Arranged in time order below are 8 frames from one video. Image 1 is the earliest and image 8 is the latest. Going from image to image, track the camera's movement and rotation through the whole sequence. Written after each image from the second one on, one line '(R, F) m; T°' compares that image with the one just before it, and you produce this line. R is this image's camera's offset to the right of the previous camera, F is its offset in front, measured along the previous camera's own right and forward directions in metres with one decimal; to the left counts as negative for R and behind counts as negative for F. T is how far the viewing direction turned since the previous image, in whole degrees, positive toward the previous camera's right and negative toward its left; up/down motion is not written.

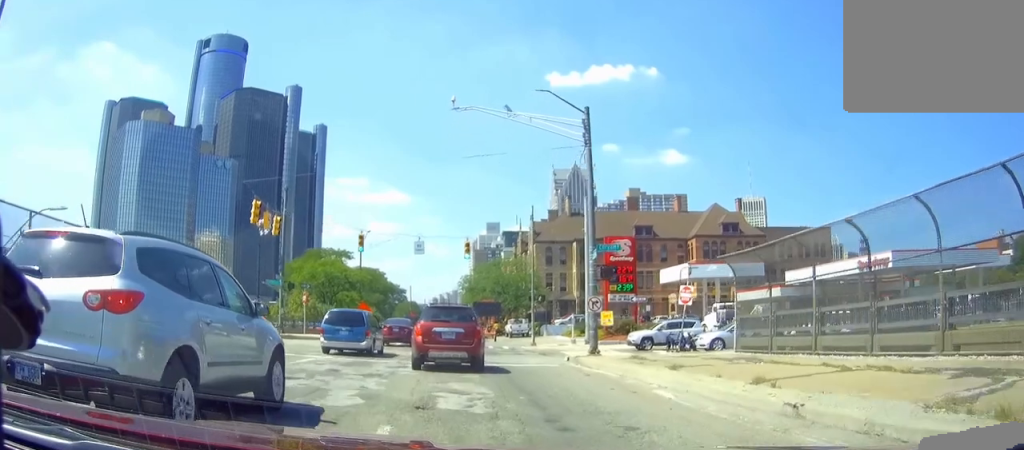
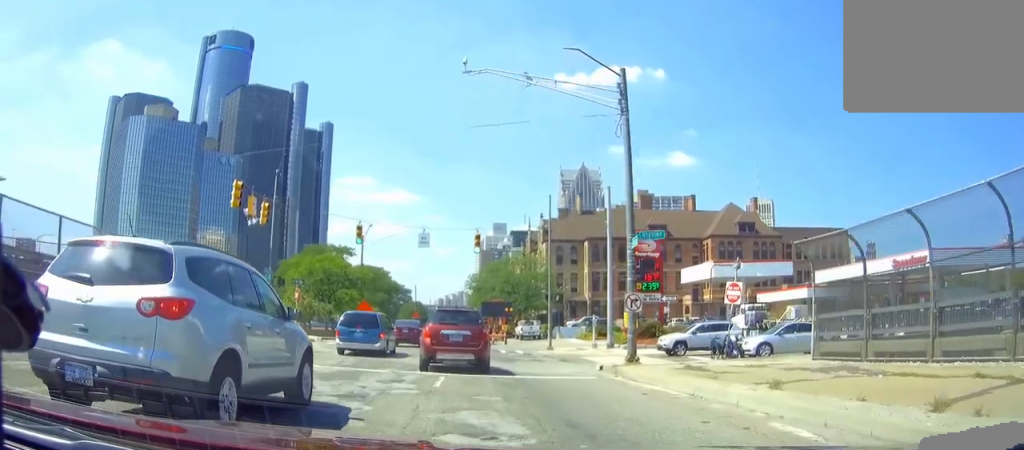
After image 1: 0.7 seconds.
(0.0, +4.4) m; 0°
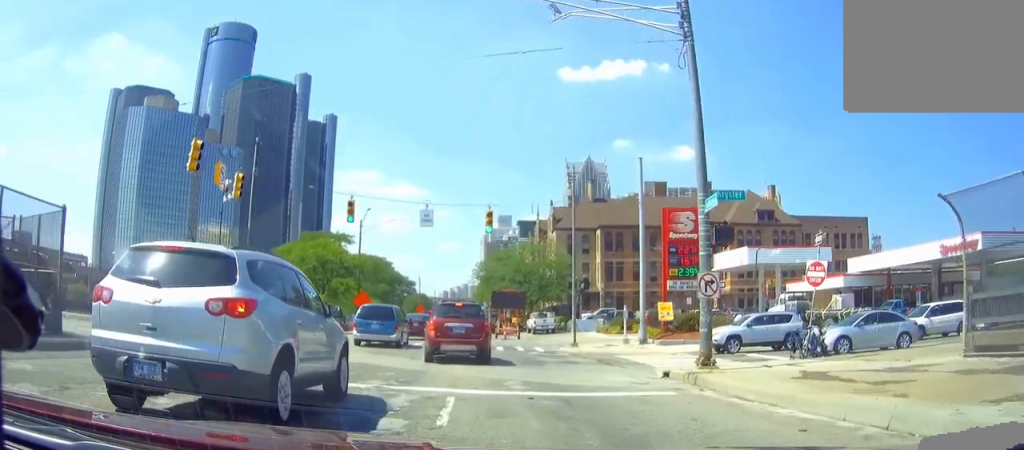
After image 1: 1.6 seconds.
(0.0, +5.7) m; +1°
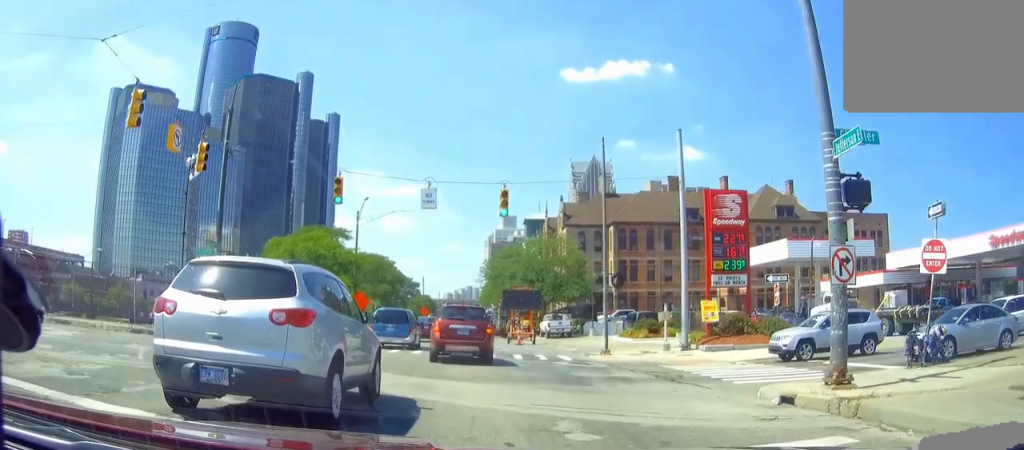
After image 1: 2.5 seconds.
(+0.1, +5.5) m; +1°
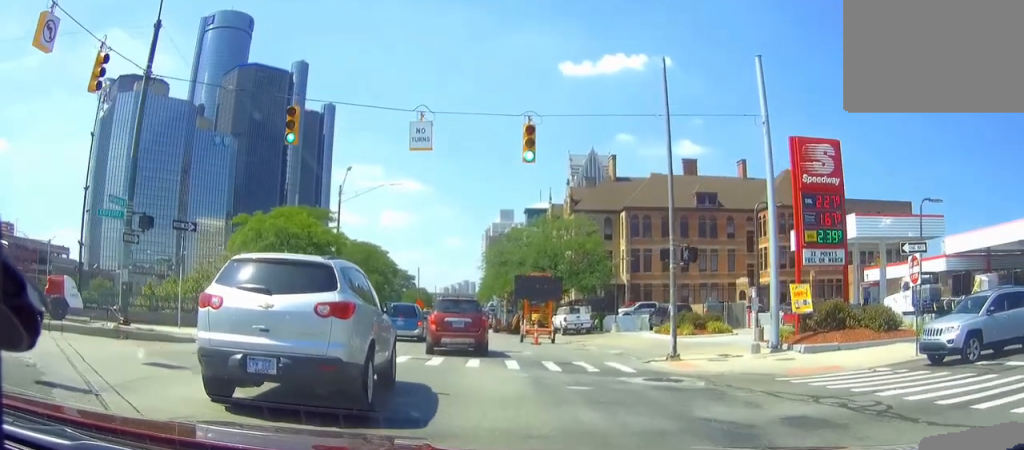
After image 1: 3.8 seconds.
(+0.3, +8.4) m; +4°
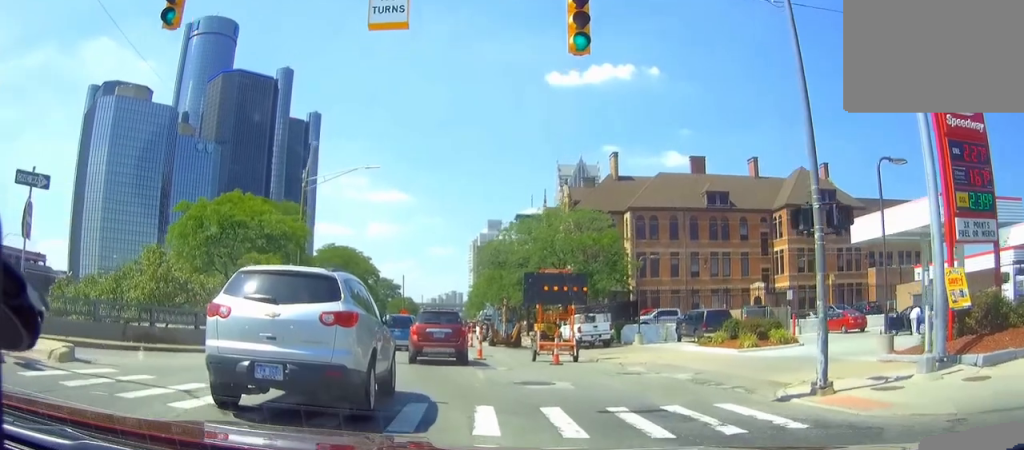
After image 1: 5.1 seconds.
(+0.2, +8.6) m; +1°
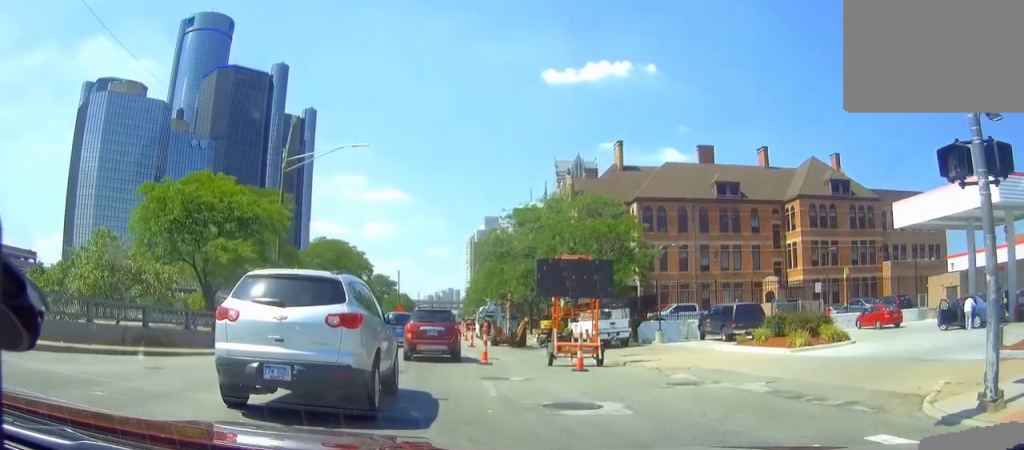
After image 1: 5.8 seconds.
(0.0, +4.4) m; 0°
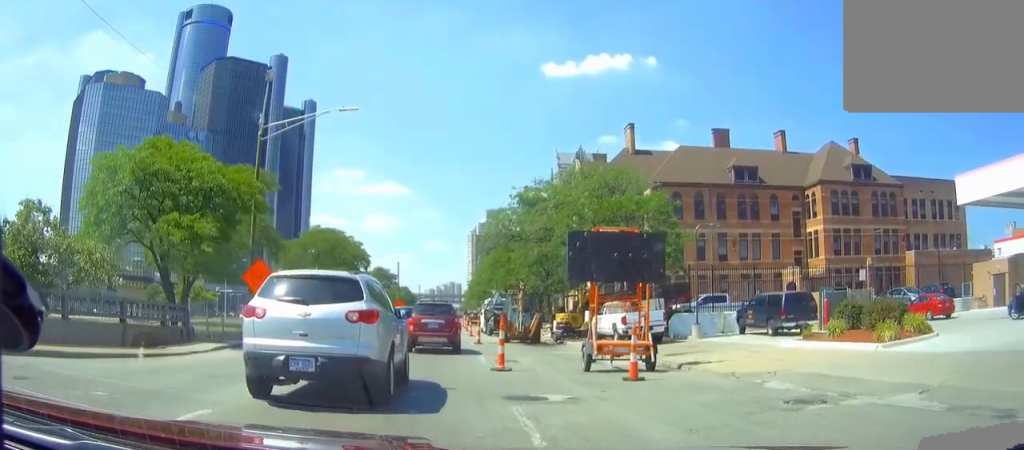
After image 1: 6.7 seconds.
(0.0, +5.7) m; 0°
